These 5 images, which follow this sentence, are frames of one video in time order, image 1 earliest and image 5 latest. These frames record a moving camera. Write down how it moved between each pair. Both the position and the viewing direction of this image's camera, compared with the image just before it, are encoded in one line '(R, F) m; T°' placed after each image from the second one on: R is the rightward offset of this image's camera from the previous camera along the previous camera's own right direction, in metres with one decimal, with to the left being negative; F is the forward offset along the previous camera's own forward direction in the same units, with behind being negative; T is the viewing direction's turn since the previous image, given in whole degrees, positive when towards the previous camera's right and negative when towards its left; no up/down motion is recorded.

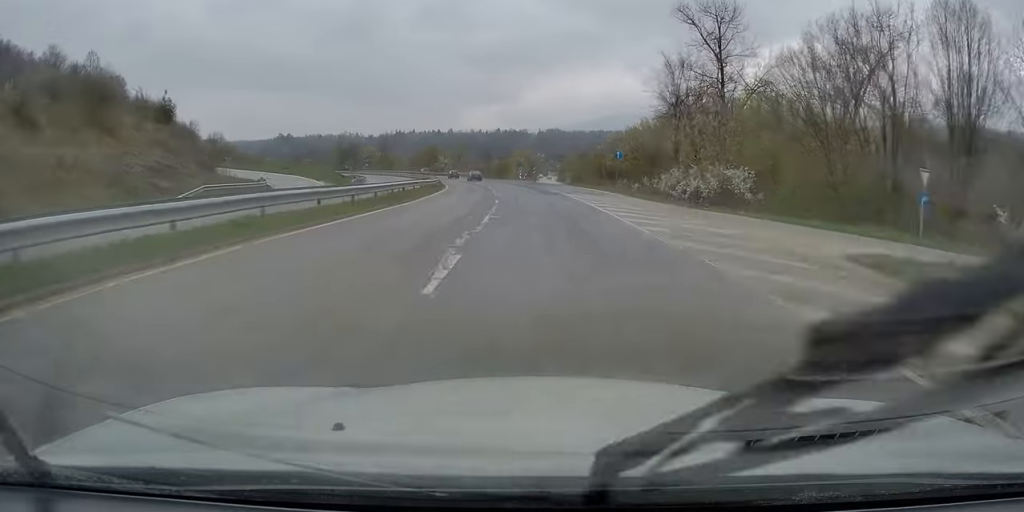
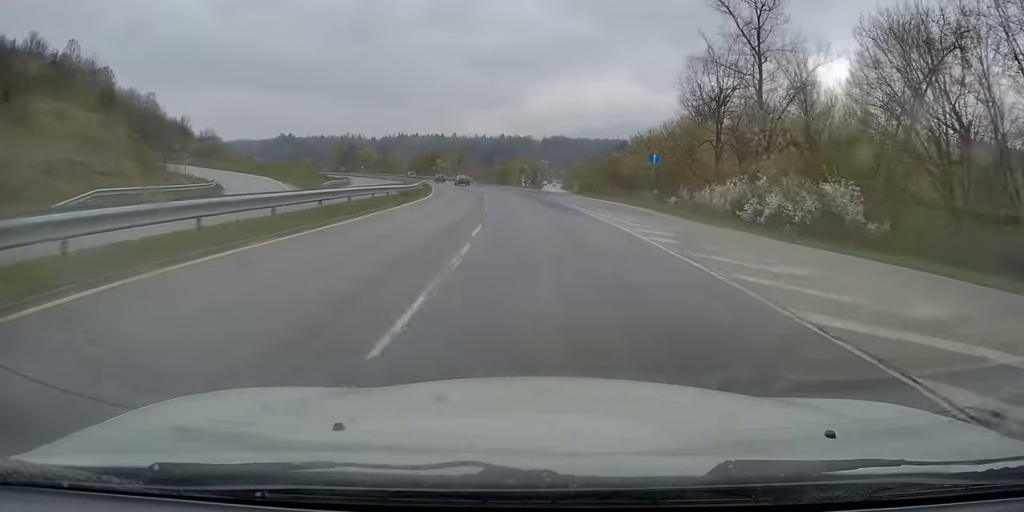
(-0.1, +11.5) m; -1°
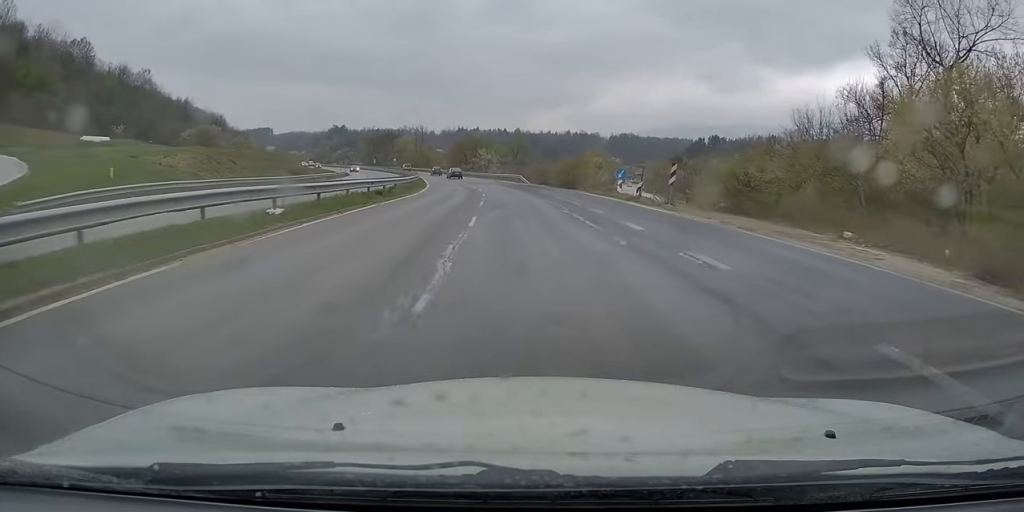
(-2.2, +44.6) m; -6°
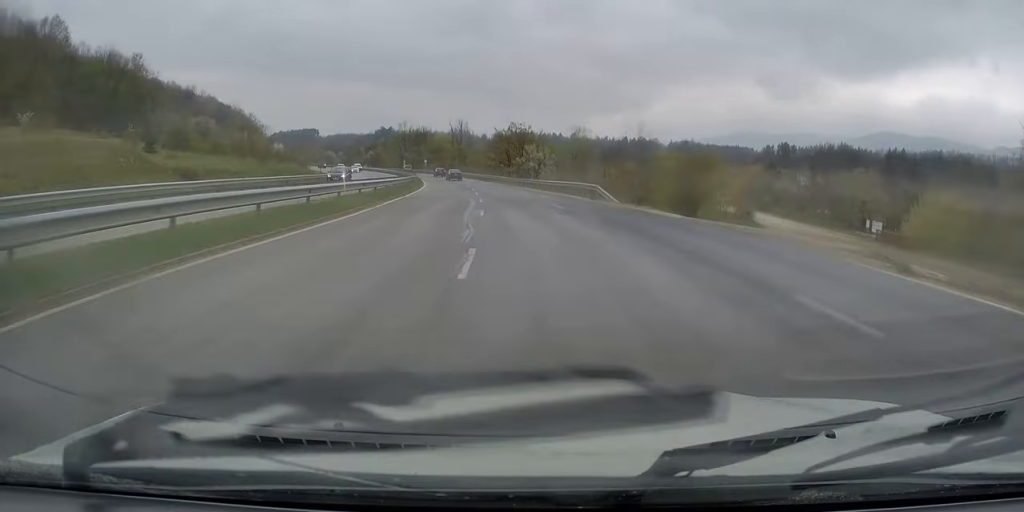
(-1.4, +34.5) m; -5°
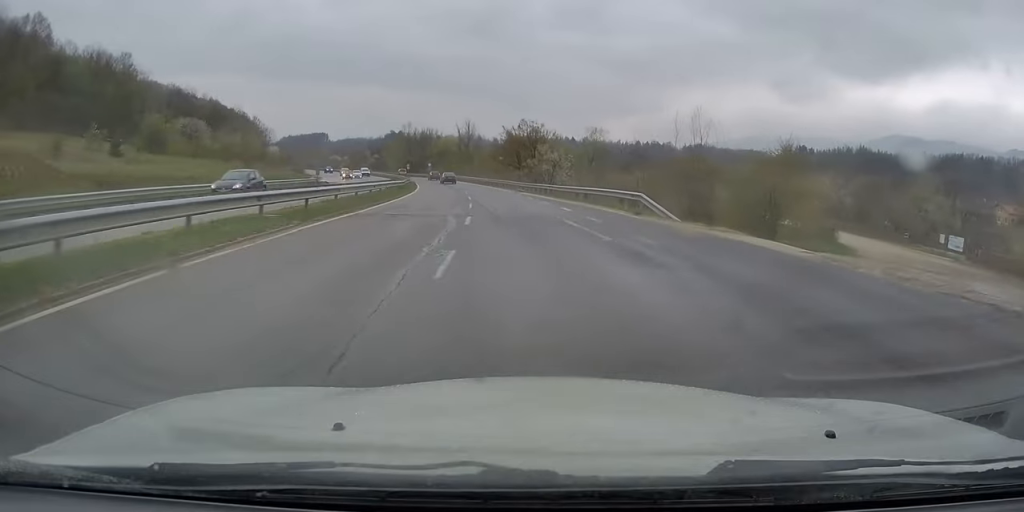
(-0.2, +11.0) m; -2°
